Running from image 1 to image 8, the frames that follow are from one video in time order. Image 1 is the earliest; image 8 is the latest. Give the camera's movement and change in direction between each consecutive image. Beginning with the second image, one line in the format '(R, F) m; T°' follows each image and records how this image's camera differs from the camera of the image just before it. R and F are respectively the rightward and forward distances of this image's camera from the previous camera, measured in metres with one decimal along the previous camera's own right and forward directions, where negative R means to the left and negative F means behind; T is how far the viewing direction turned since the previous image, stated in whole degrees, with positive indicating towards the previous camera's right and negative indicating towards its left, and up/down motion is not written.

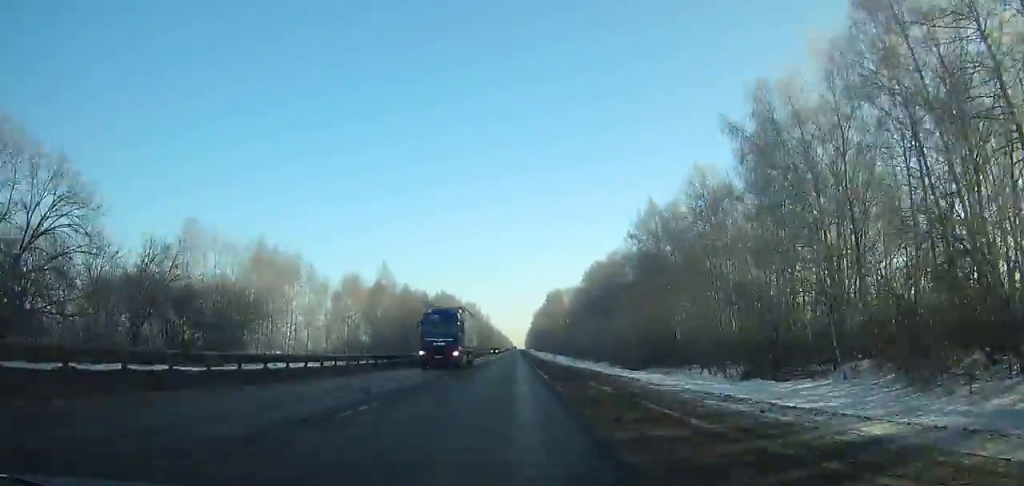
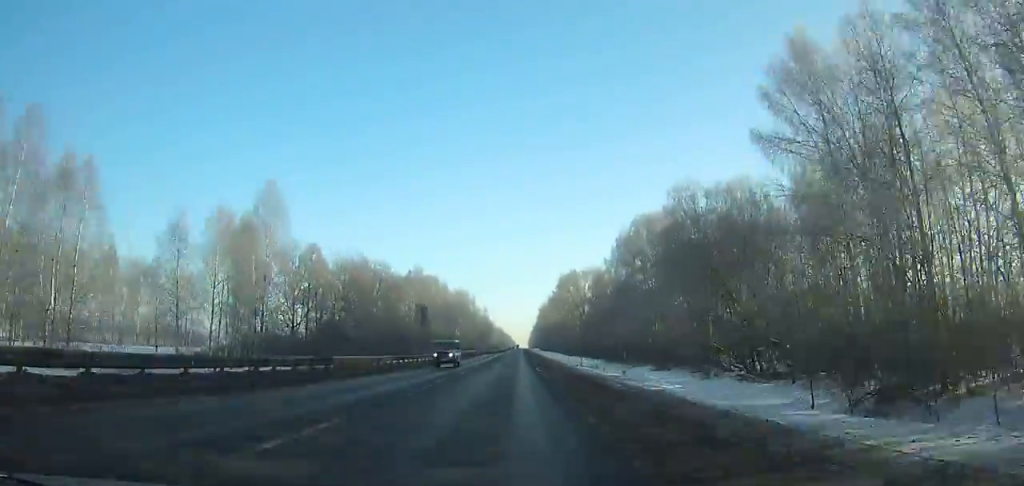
(0.0, +51.7) m; 0°
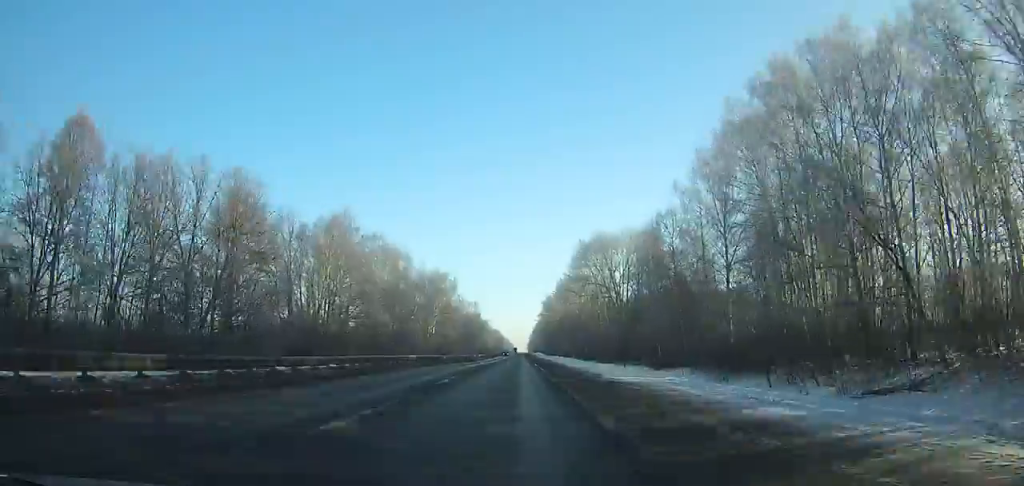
(0.0, +56.4) m; 0°
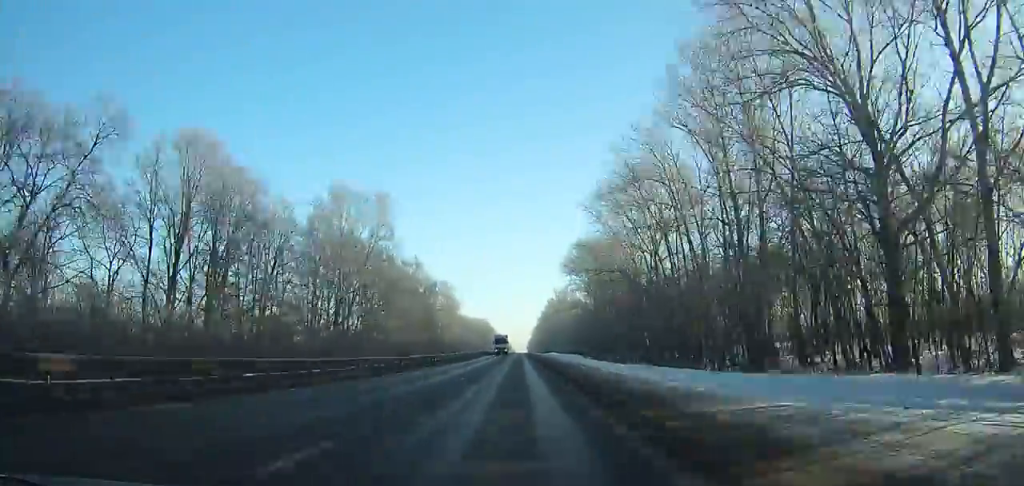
(-7.8, +143.4) m; -2°
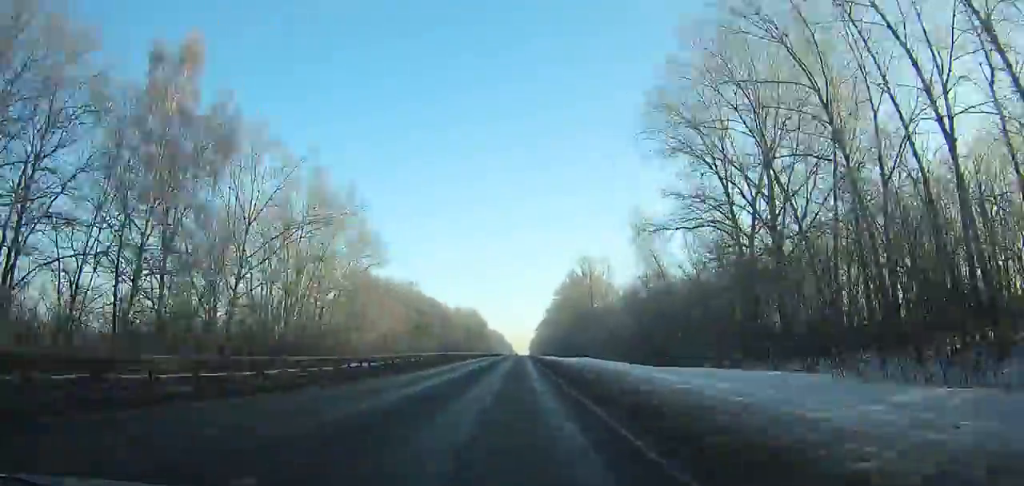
(+10.0, +90.9) m; +7°
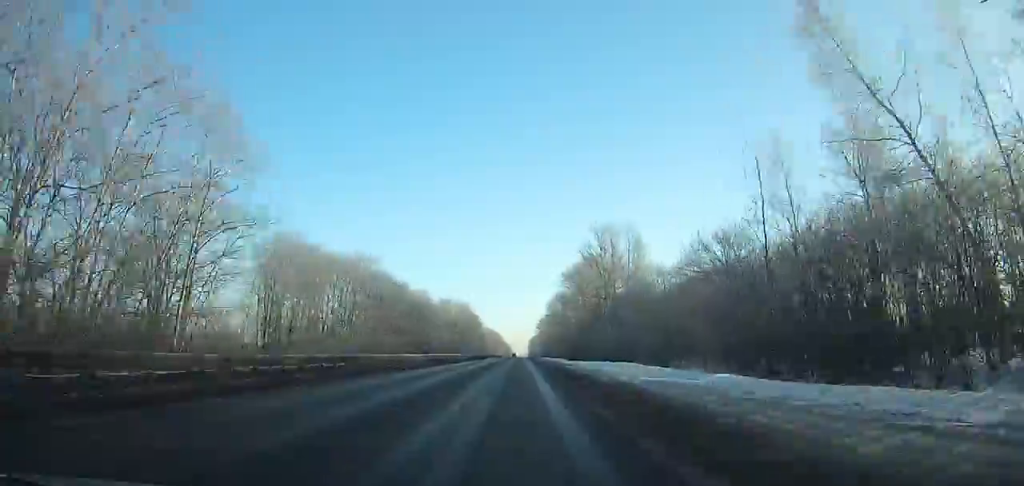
(-1.9, +40.7) m; -2°
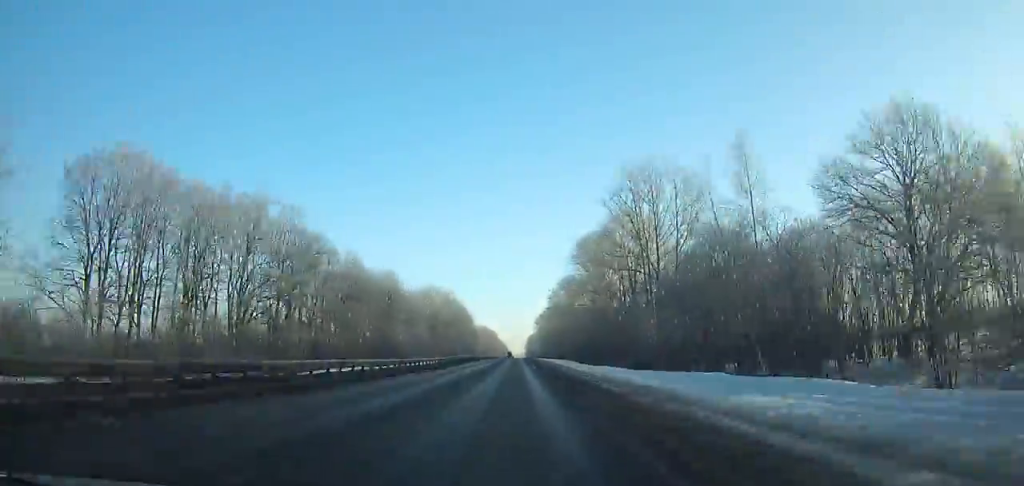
(-0.7, +40.6) m; -2°
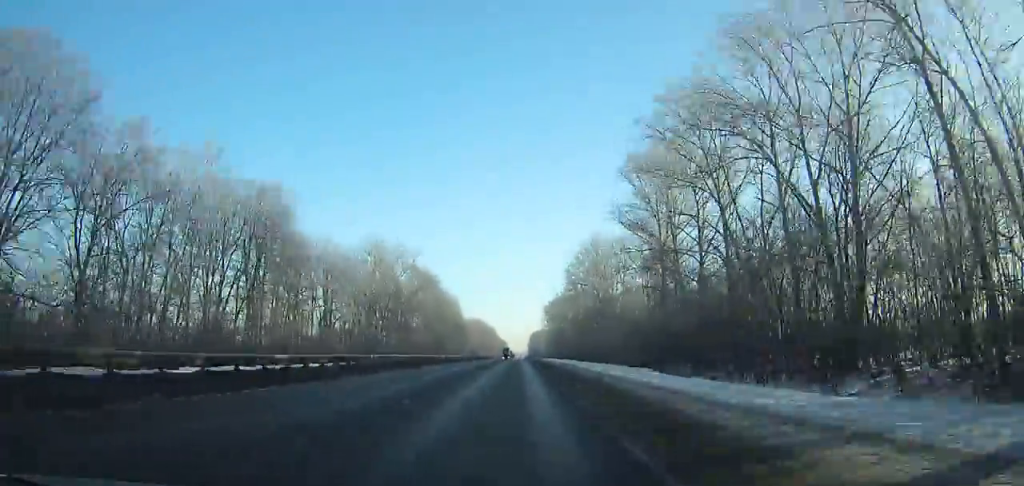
(-1.1, +66.6) m; -1°
